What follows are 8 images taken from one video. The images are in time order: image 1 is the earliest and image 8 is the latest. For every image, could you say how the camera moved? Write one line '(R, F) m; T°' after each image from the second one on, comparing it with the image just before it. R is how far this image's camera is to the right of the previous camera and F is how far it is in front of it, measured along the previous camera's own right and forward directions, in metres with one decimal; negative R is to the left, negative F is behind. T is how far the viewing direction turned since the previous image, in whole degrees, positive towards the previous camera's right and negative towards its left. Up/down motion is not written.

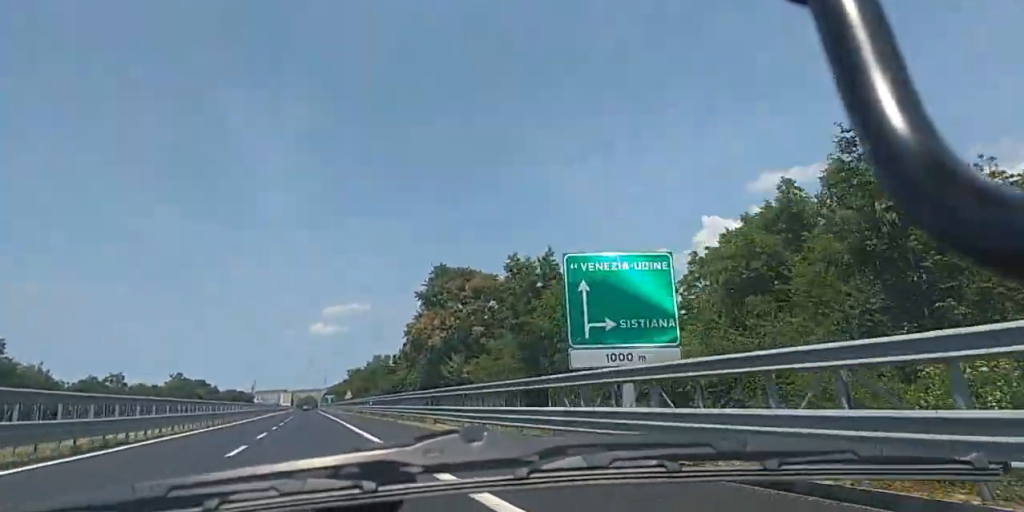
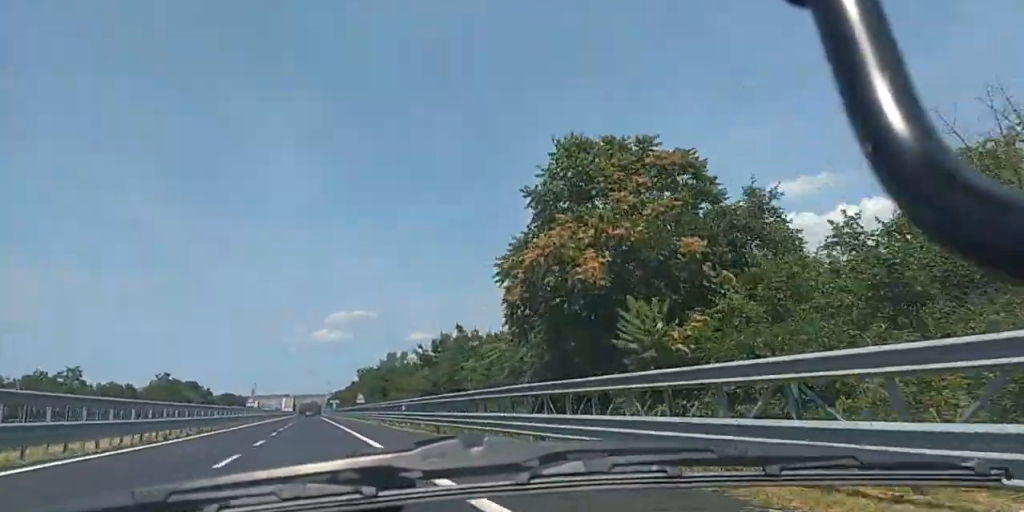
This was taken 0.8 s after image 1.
(0.0, +26.3) m; +1°
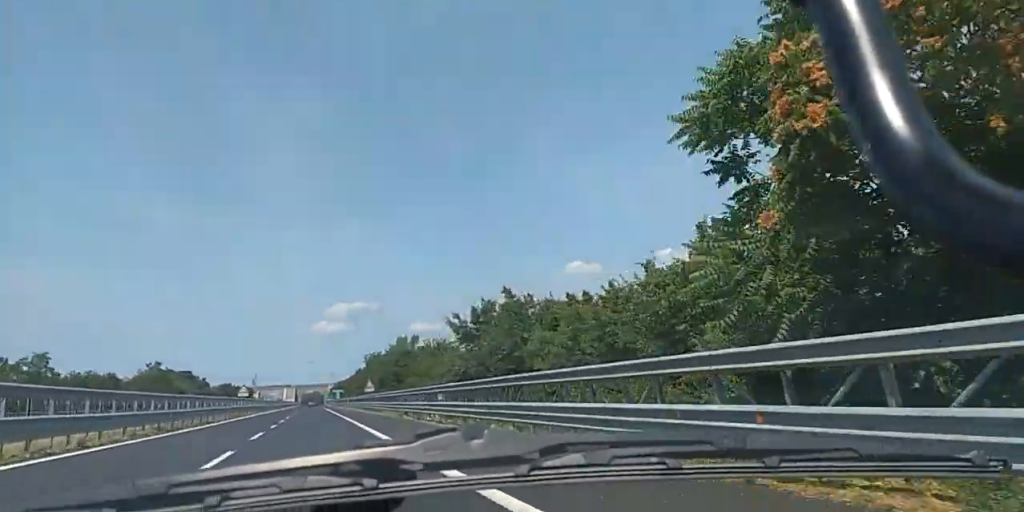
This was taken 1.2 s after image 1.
(0.0, +13.2) m; +1°
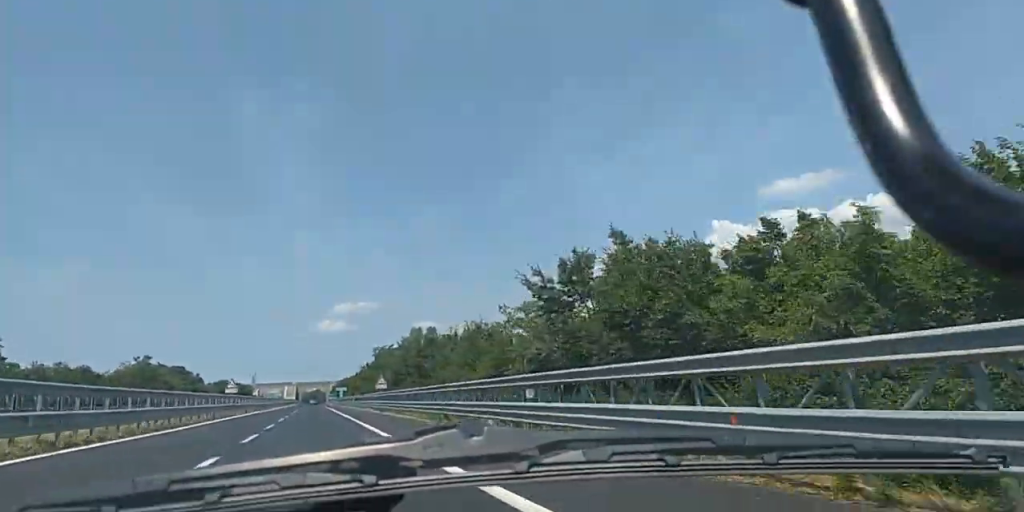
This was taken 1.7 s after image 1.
(+0.2, +15.5) m; 0°
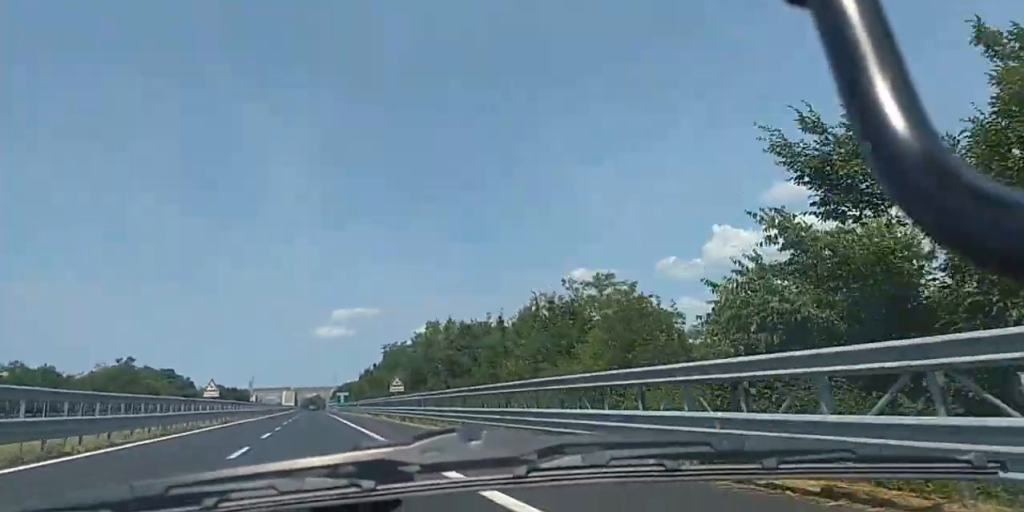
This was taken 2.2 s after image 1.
(+0.4, +15.5) m; -1°
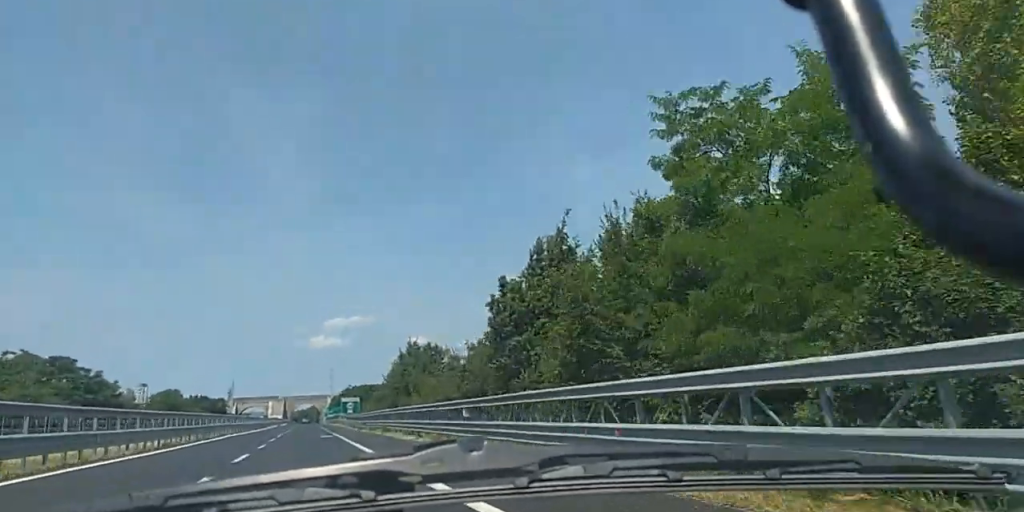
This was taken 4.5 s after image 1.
(-1.5, +75.6) m; -1°
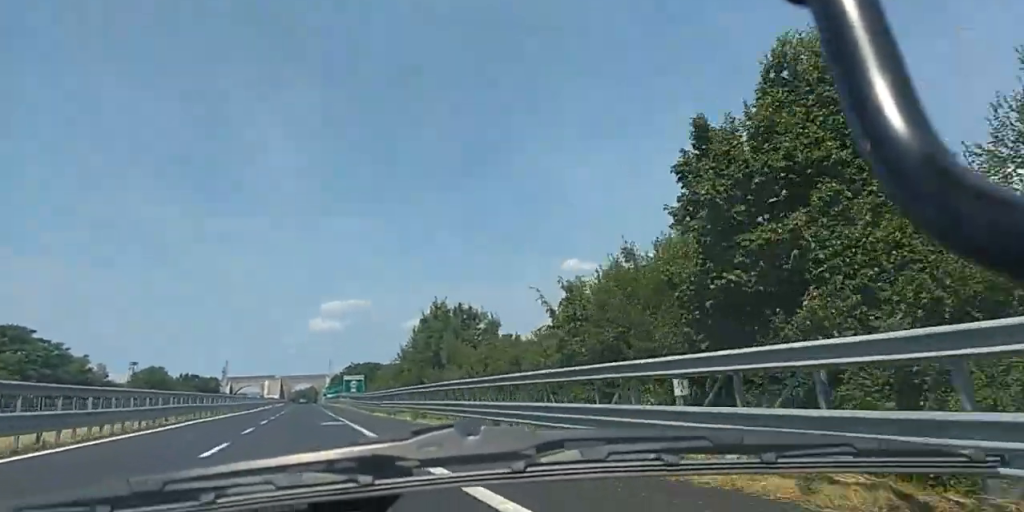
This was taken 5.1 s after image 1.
(0.0, +18.0) m; -1°
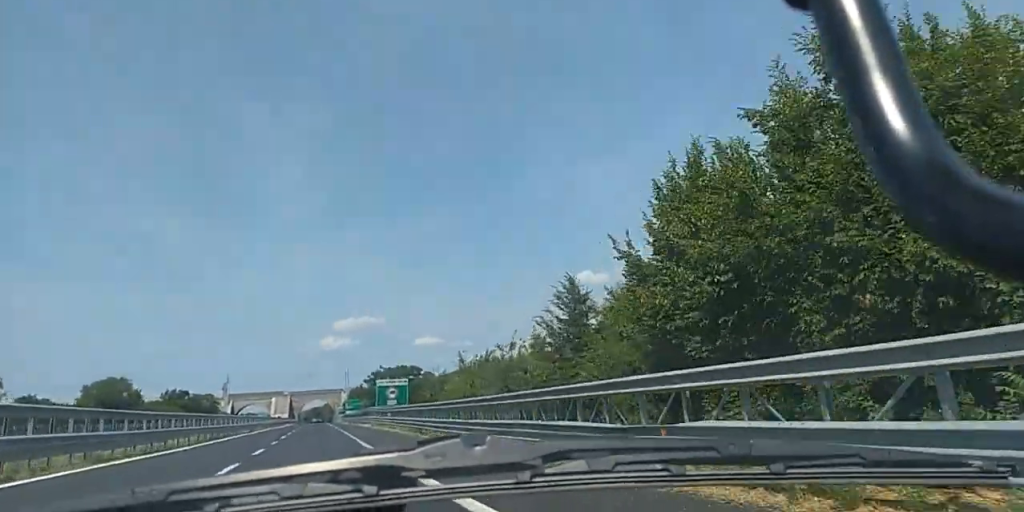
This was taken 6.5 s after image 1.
(-0.5, +46.4) m; 0°
